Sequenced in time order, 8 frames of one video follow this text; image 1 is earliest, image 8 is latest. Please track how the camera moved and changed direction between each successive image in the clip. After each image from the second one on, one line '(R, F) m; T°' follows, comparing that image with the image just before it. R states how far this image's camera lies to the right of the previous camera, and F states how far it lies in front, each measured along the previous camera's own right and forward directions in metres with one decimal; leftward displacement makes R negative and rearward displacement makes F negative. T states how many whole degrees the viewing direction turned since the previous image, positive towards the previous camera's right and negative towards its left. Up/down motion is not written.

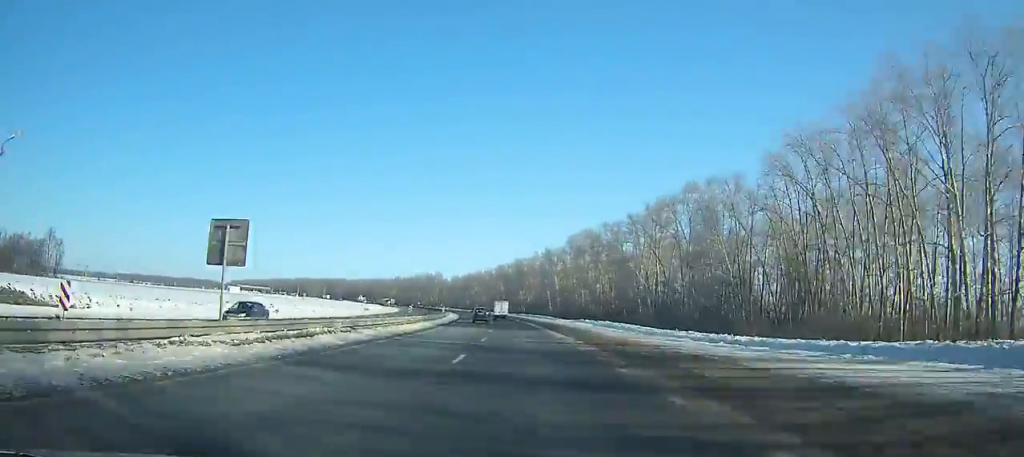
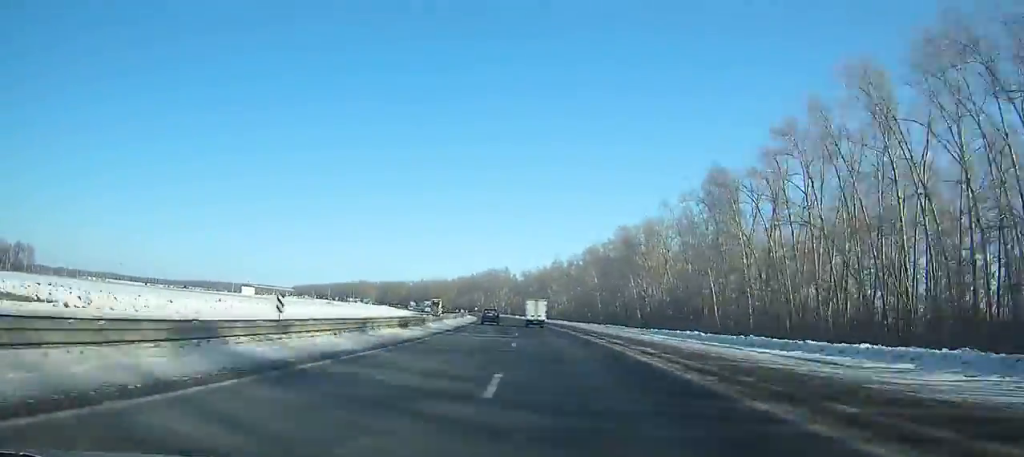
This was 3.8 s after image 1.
(-6.4, +100.9) m; -8°
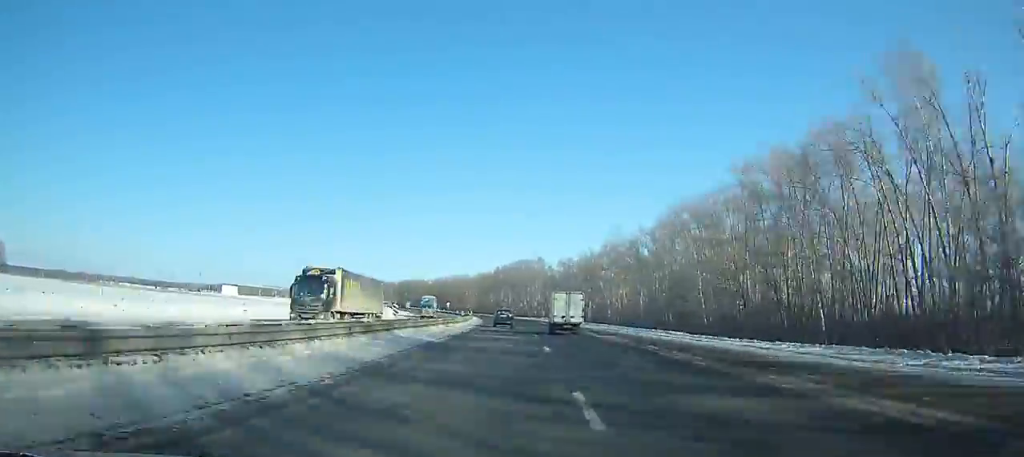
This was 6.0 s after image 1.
(-2.6, +59.2) m; -4°
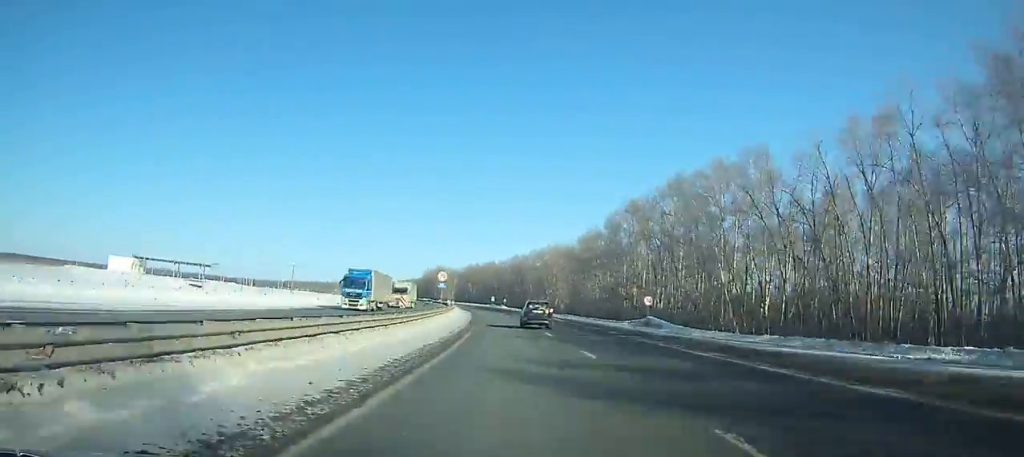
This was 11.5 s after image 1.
(-11.4, +143.9) m; -9°
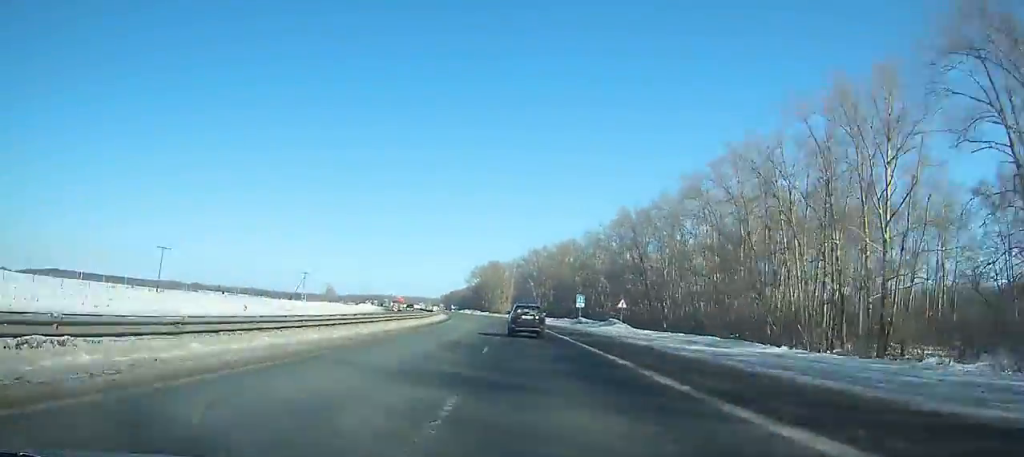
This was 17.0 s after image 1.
(-10.2, +133.0) m; -9°
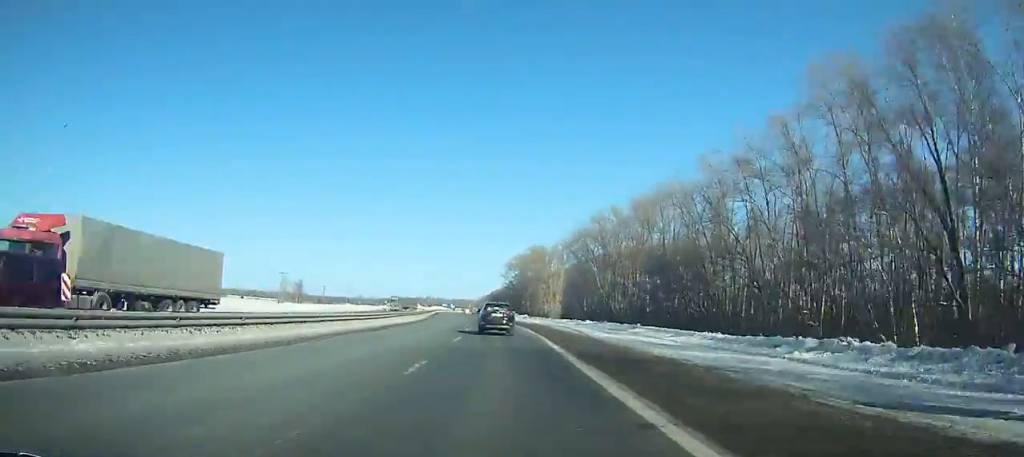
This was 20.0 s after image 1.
(-2.7, +68.5) m; -5°
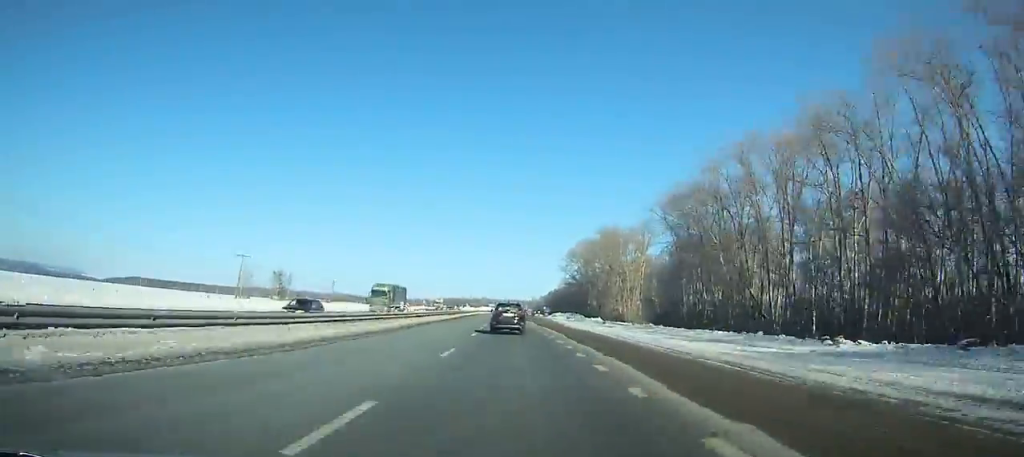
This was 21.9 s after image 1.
(-1.2, +42.5) m; -3°
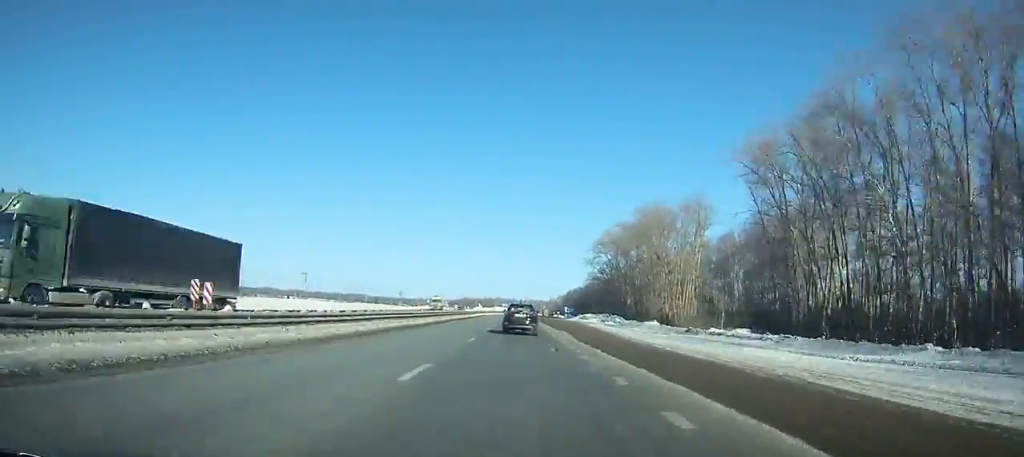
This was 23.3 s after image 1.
(-0.9, +30.9) m; -2°
